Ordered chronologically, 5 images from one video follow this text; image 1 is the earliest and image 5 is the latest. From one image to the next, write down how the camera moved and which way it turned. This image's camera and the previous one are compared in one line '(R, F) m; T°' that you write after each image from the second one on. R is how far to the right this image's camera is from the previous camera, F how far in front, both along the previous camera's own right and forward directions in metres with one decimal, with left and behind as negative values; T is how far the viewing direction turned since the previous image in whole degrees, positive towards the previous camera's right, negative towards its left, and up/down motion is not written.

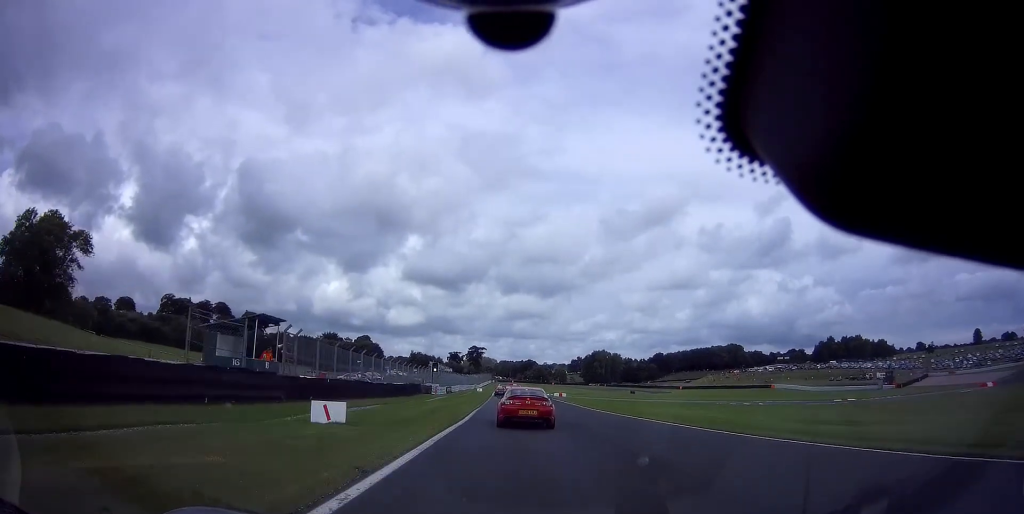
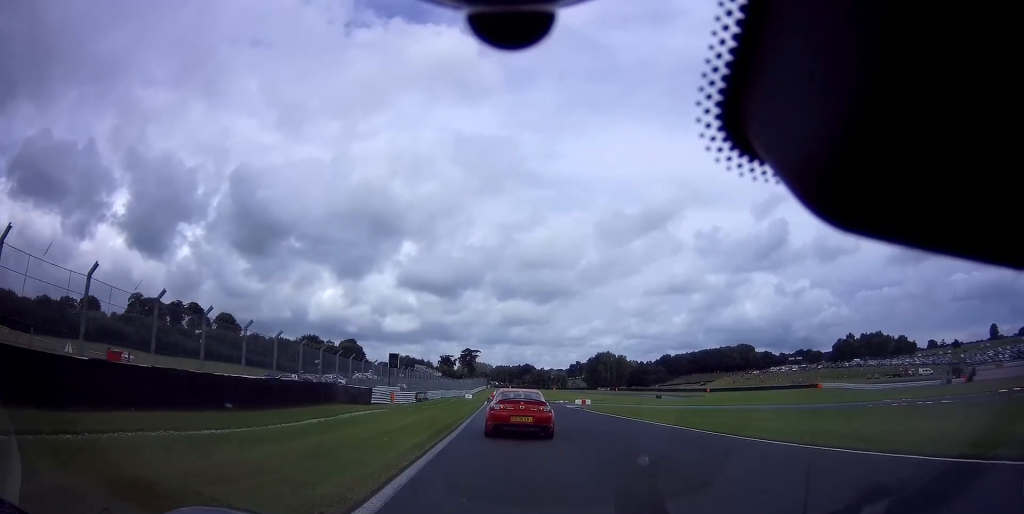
(+0.4, +49.1) m; +1°
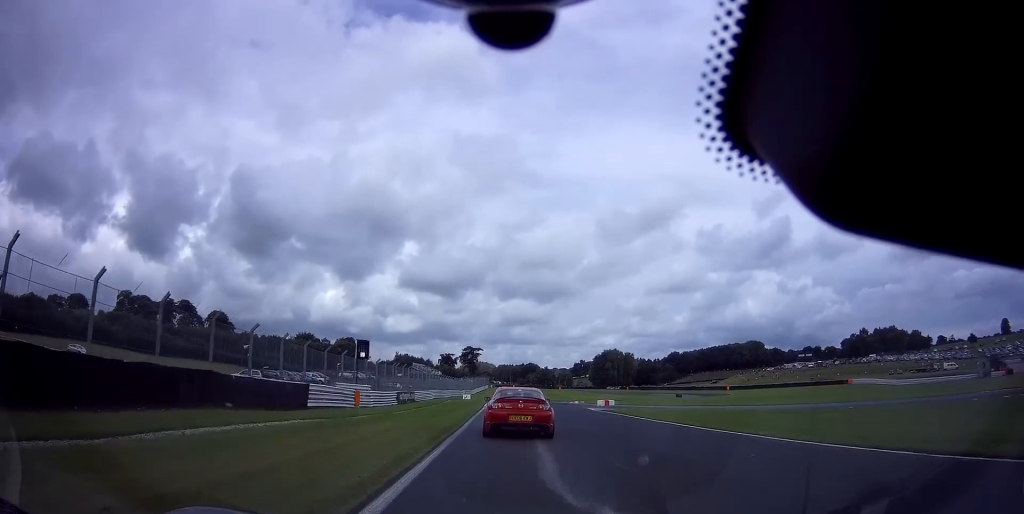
(0.0, +10.6) m; 0°
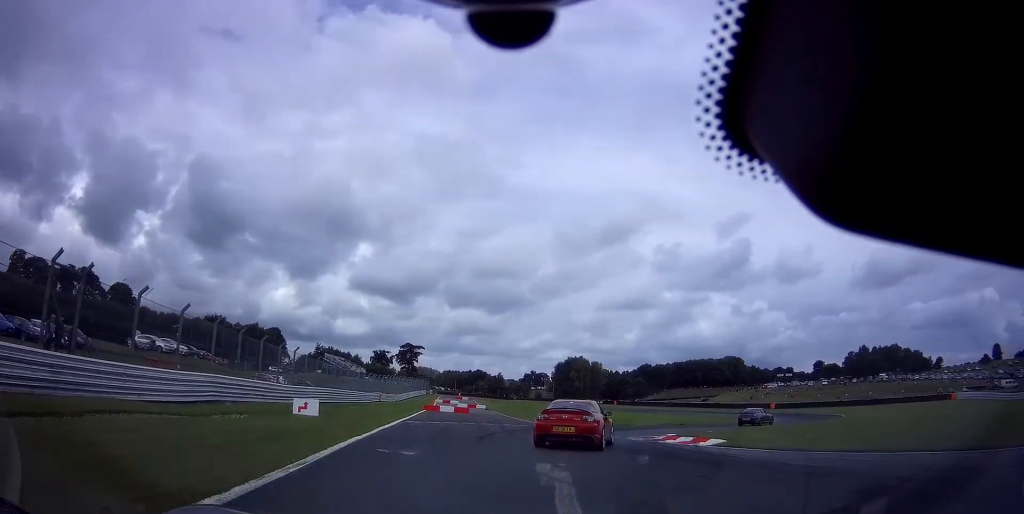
(+2.0, +42.8) m; +13°
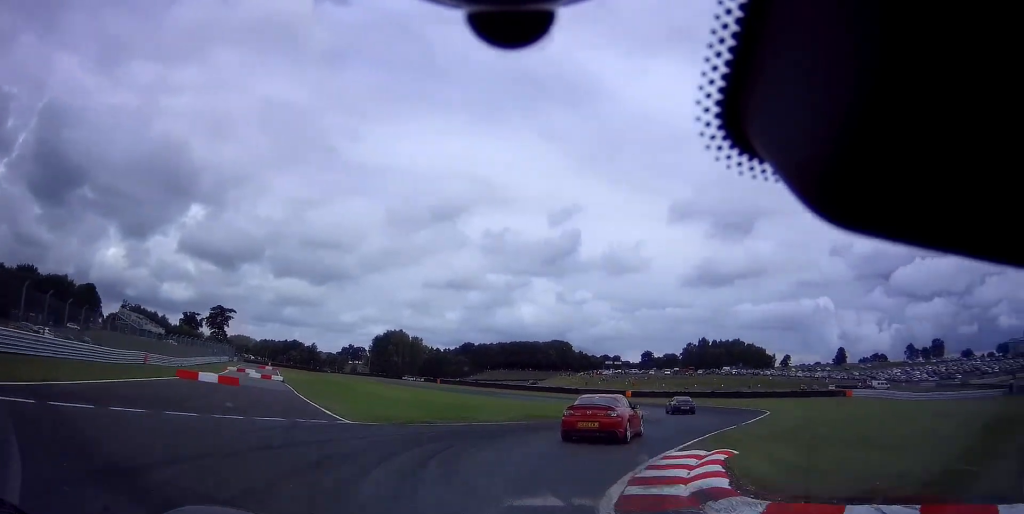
(+1.6, +14.9) m; +15°
